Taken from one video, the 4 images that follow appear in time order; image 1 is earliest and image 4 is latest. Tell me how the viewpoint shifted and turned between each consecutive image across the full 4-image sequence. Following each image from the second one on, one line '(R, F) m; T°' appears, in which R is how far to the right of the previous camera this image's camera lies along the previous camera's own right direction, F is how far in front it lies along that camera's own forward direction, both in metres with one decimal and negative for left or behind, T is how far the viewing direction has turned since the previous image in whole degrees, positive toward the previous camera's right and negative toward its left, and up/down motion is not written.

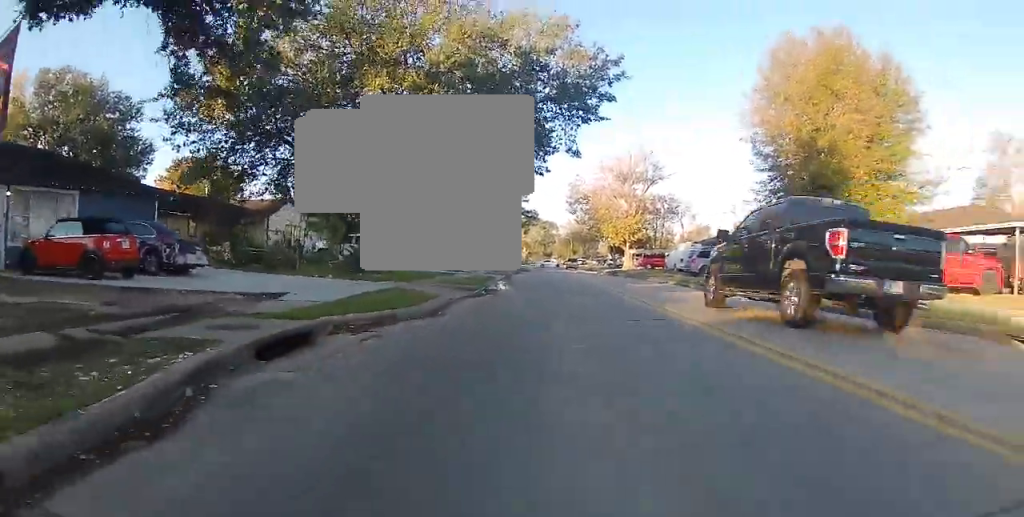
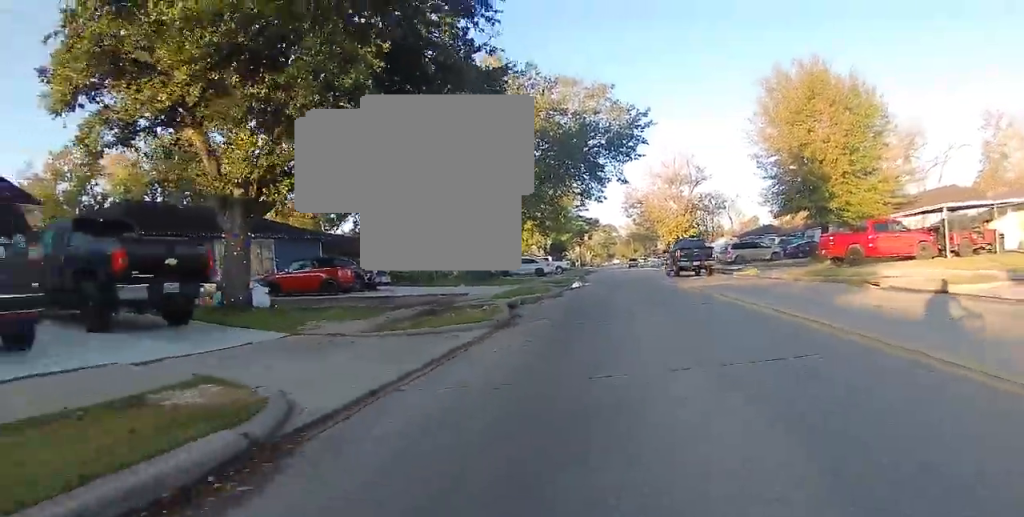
(+0.4, +8.8) m; +5°
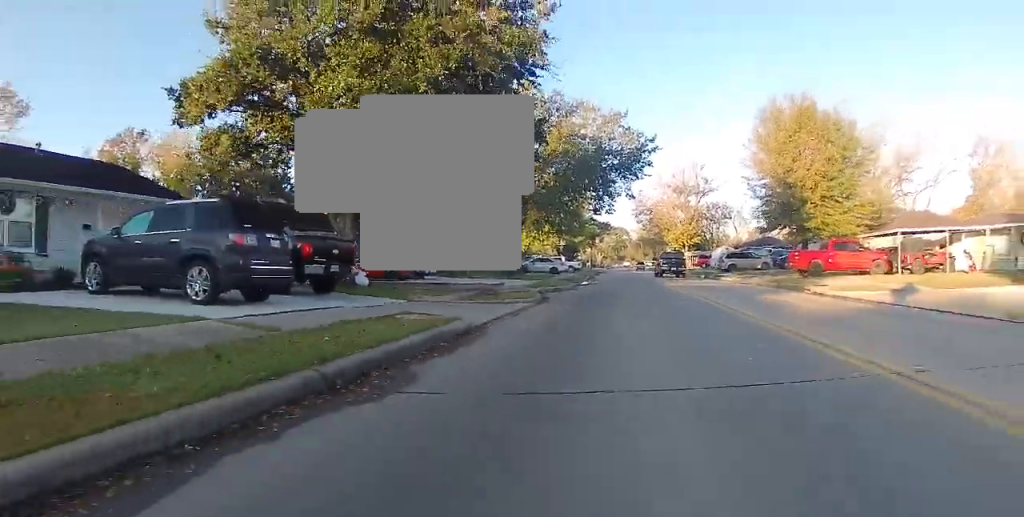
(+0.1, +6.1) m; +1°
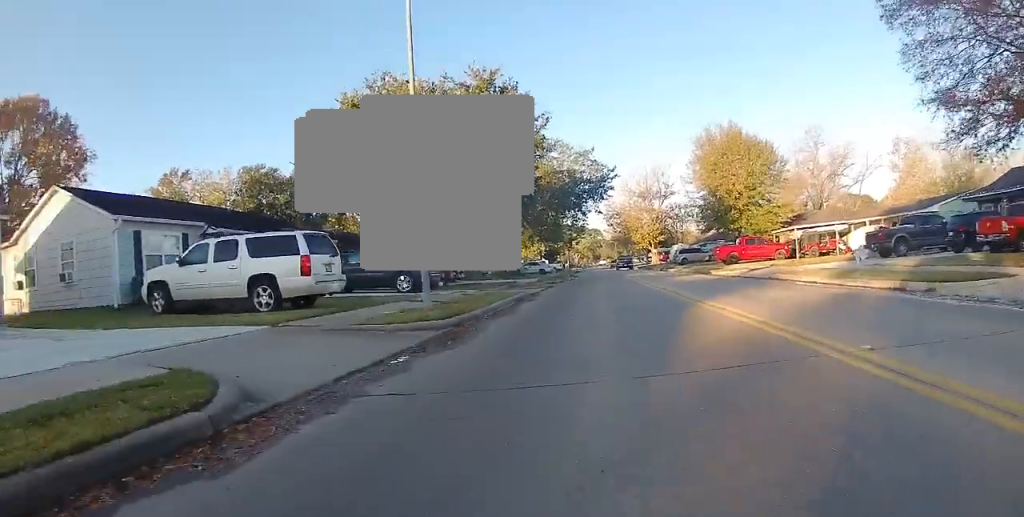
(0.0, +13.7) m; 0°
